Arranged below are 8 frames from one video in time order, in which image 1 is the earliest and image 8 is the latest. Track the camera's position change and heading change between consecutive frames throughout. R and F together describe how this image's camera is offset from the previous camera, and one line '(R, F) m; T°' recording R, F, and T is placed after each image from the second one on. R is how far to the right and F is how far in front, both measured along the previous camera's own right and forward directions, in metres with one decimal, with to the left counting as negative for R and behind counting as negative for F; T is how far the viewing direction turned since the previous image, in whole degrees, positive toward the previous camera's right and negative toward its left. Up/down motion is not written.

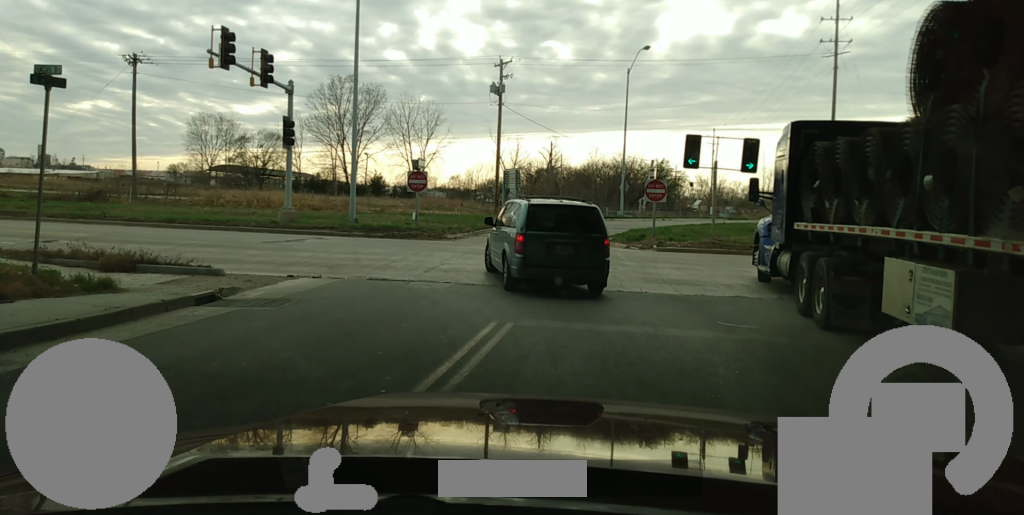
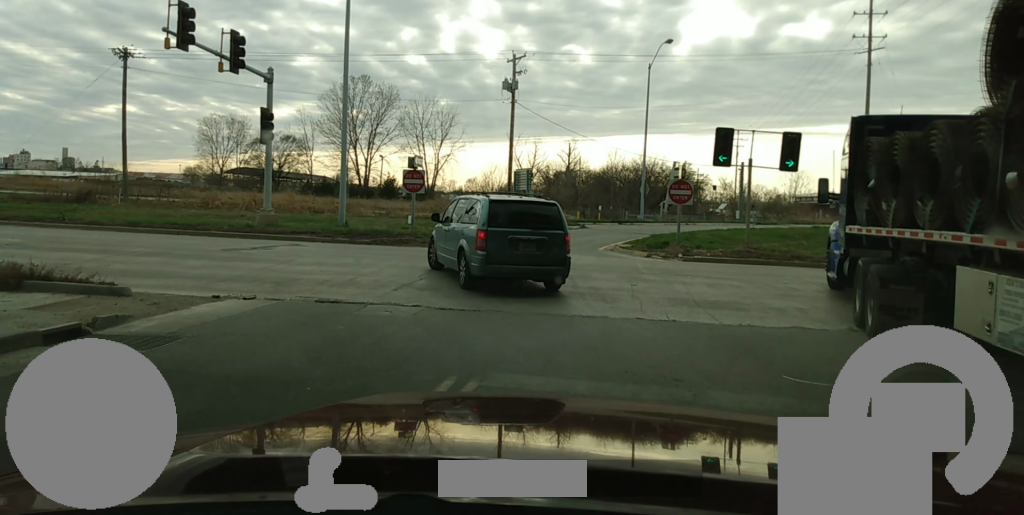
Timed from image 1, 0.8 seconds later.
(+0.4, +3.1) m; +5°
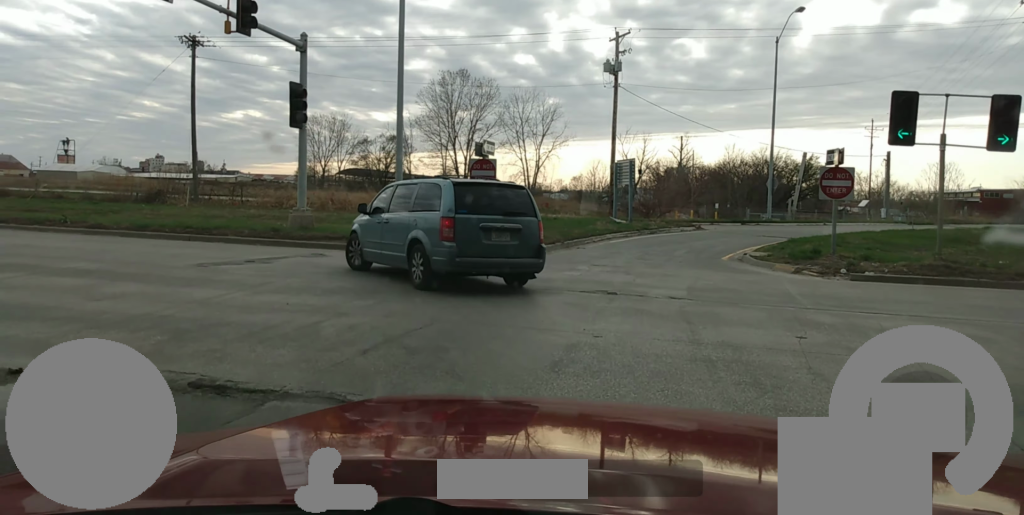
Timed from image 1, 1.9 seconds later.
(+0.1, +5.0) m; -6°
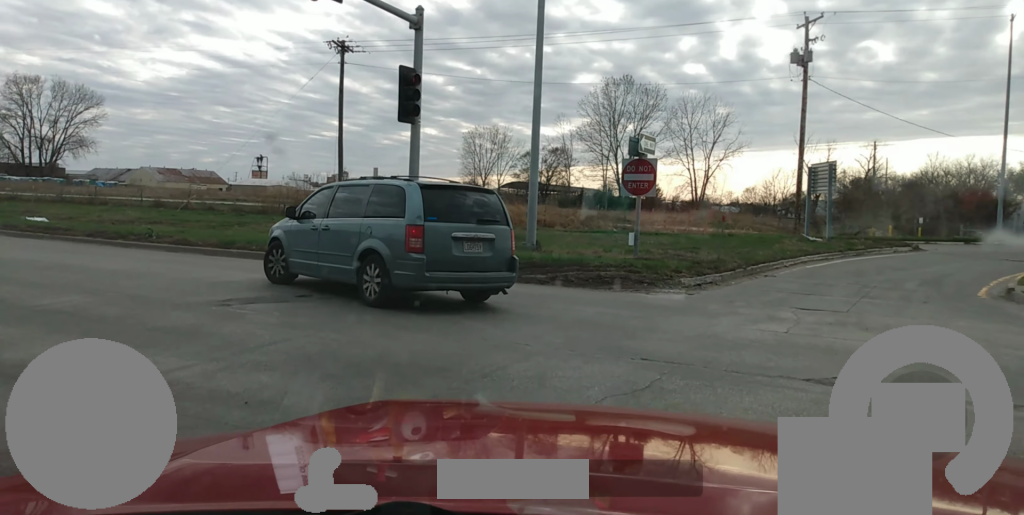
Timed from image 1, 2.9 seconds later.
(-0.6, +5.1) m; -7°
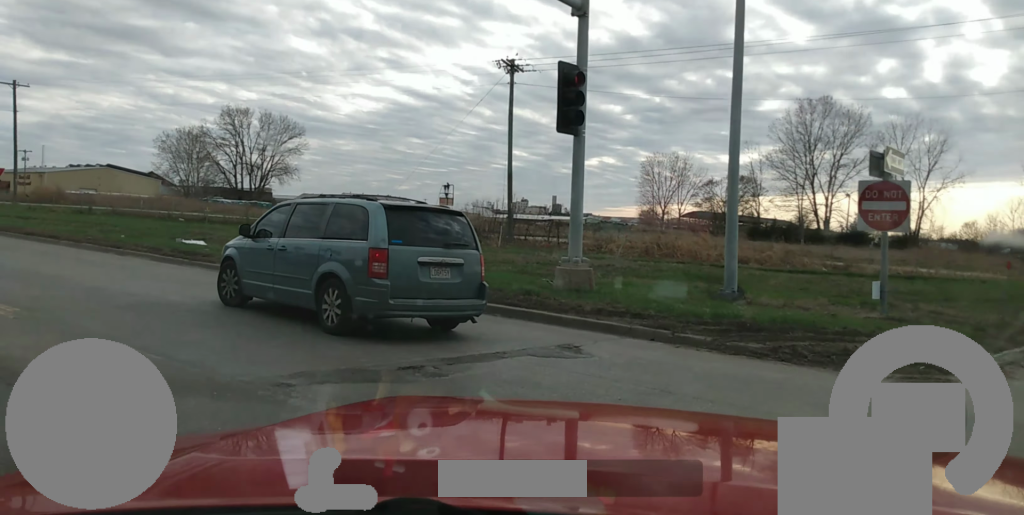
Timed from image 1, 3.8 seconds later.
(0.0, +4.4) m; -1°
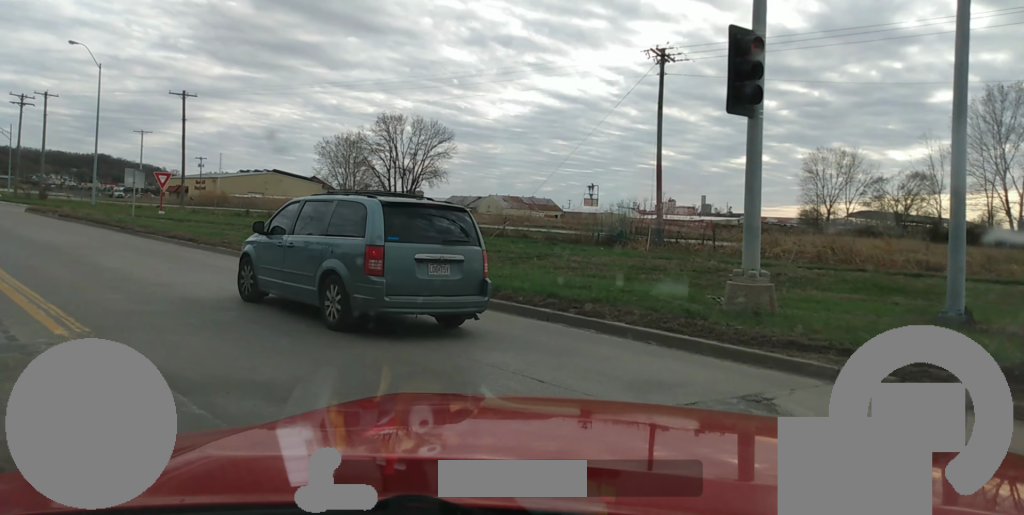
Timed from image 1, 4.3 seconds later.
(0.0, +2.9) m; -4°
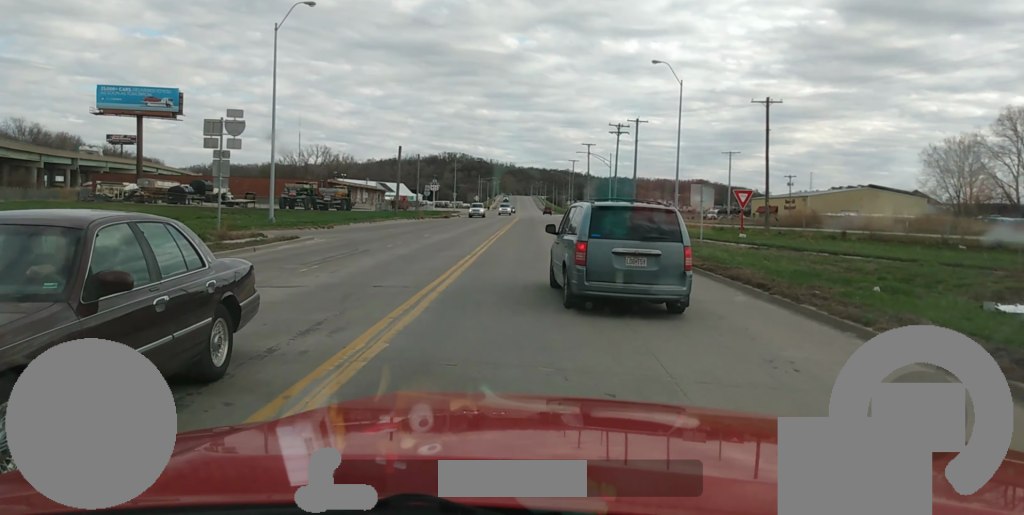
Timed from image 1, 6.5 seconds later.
(-3.9, +10.6) m; -47°
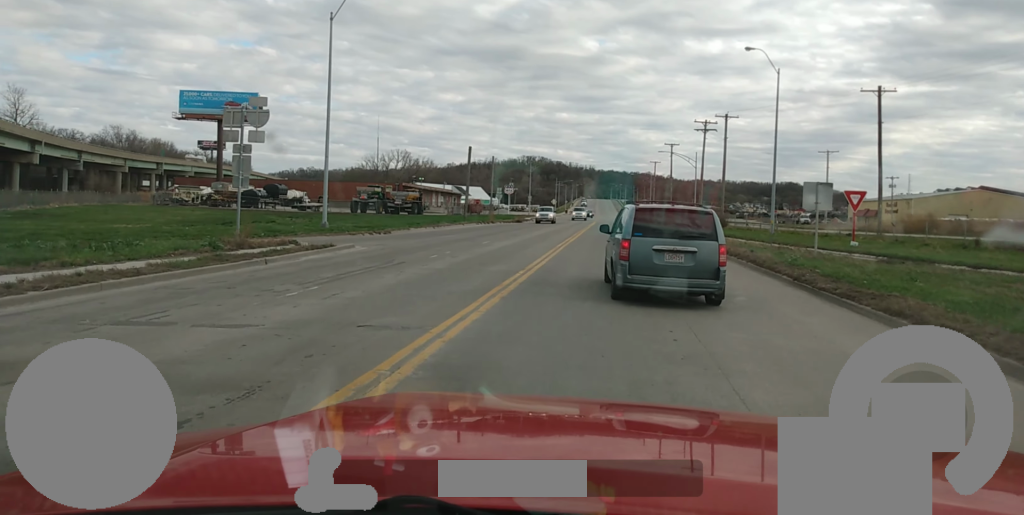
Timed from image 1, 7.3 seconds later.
(-0.7, +4.5) m; -13°
